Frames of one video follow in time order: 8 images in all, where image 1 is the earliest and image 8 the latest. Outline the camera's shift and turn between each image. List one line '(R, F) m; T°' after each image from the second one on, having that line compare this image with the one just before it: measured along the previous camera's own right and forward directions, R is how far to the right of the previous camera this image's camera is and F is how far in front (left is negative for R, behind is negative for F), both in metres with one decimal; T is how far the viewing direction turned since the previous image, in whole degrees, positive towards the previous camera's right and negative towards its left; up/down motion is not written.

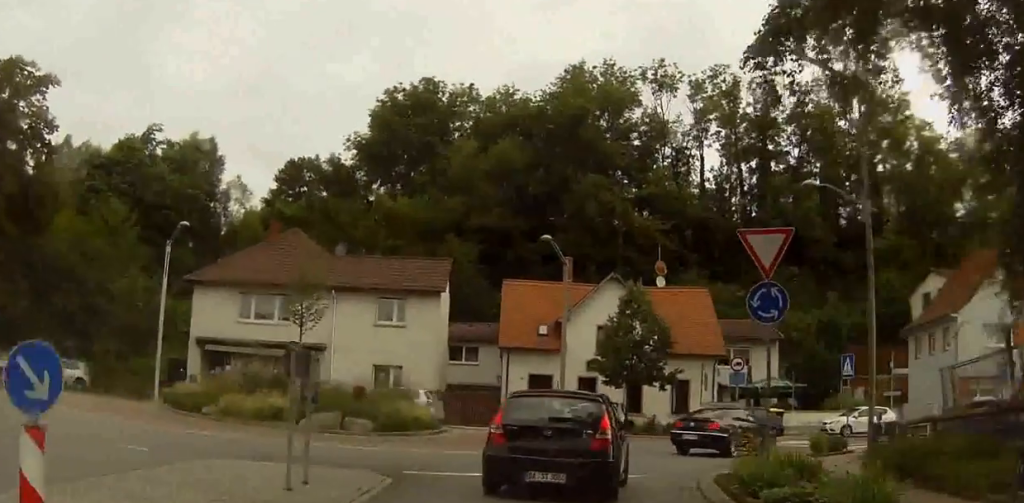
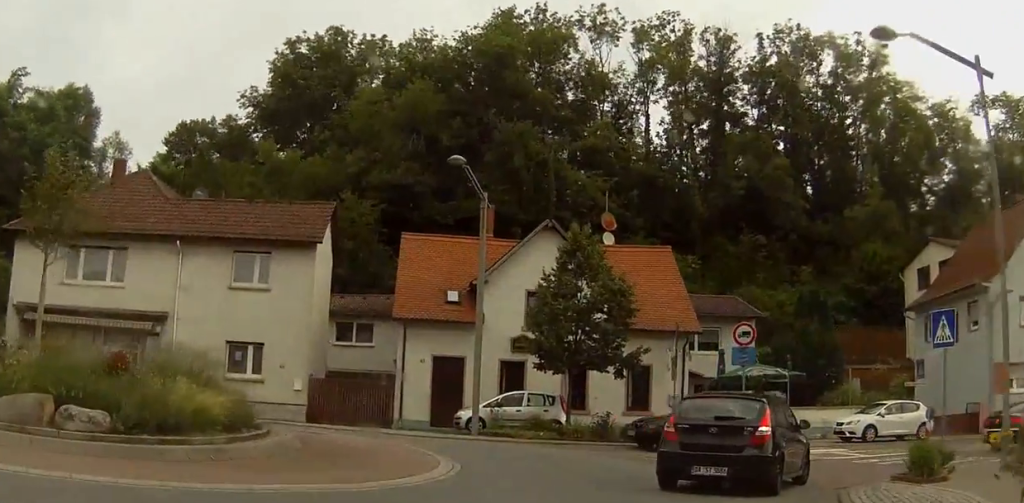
(-0.2, +8.3) m; -4°
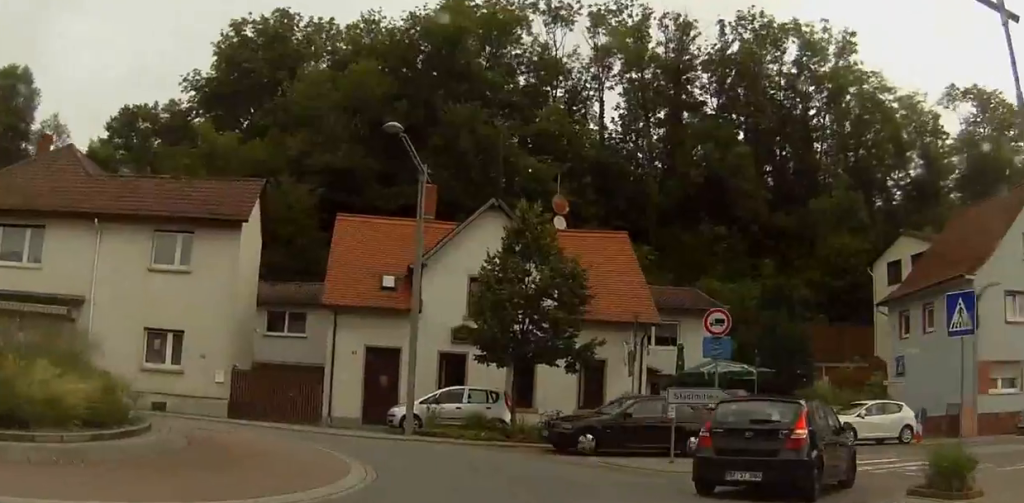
(-0.1, +2.1) m; +4°
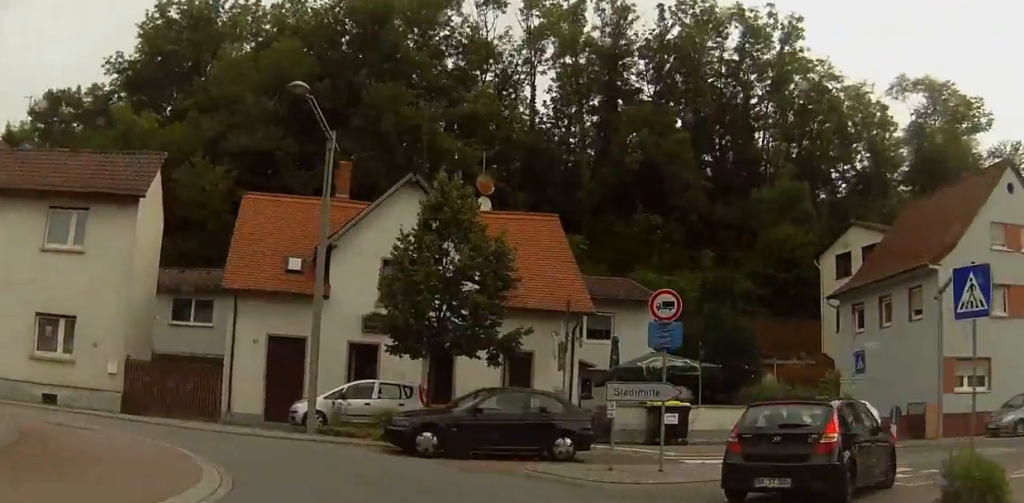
(-0.1, +2.2) m; +5°
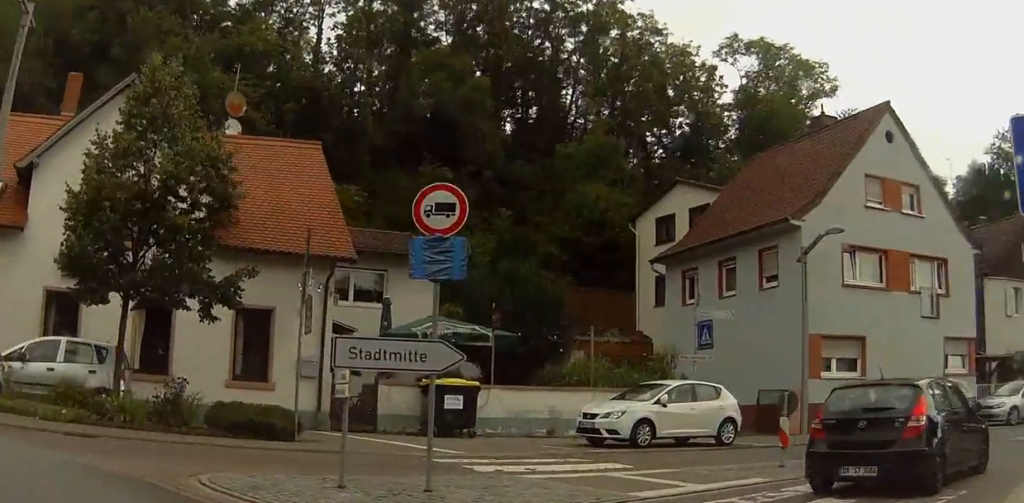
(+0.8, +5.6) m; +12°
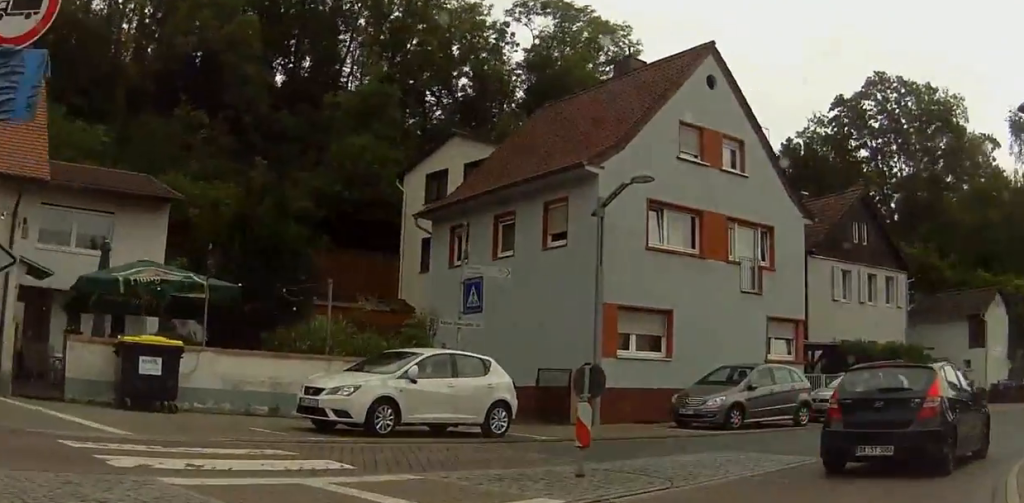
(-0.1, +4.5) m; +10°
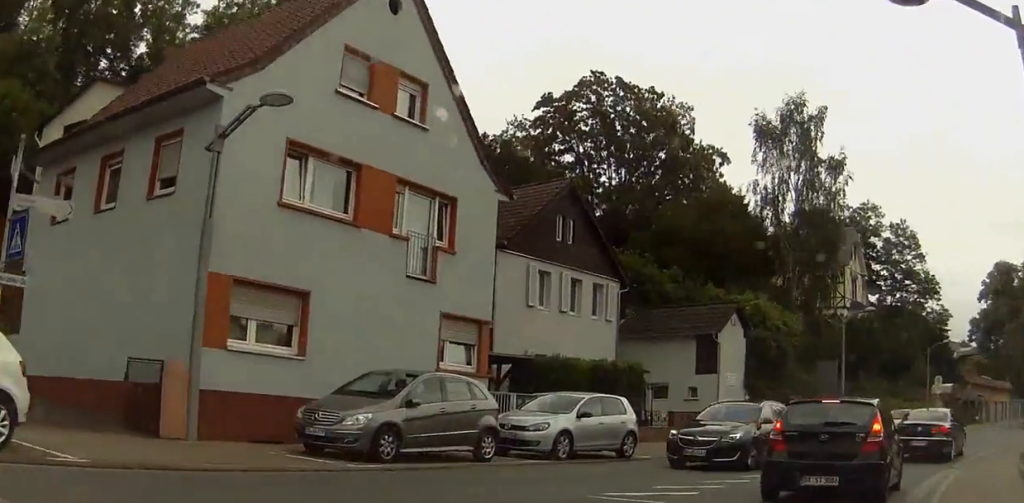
(+1.7, +6.4) m; +31°
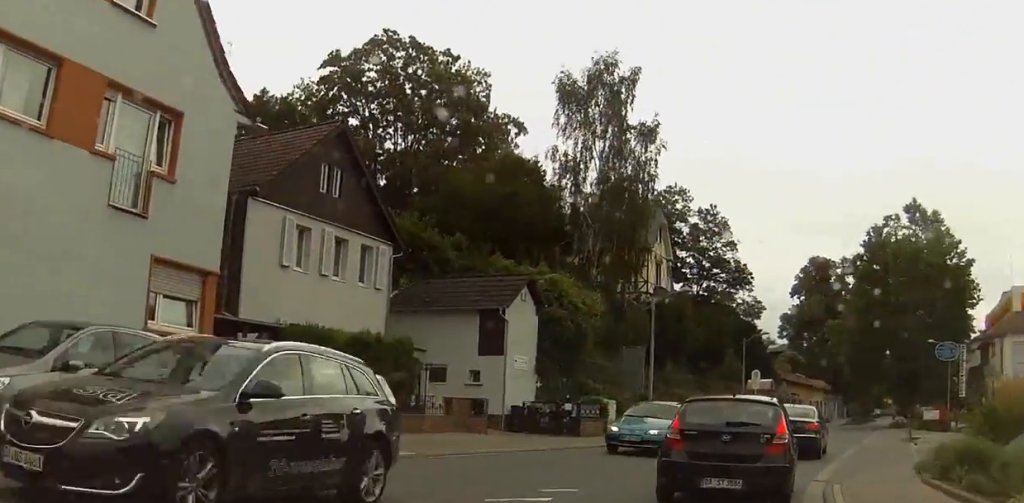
(+1.4, +5.3) m; +16°
